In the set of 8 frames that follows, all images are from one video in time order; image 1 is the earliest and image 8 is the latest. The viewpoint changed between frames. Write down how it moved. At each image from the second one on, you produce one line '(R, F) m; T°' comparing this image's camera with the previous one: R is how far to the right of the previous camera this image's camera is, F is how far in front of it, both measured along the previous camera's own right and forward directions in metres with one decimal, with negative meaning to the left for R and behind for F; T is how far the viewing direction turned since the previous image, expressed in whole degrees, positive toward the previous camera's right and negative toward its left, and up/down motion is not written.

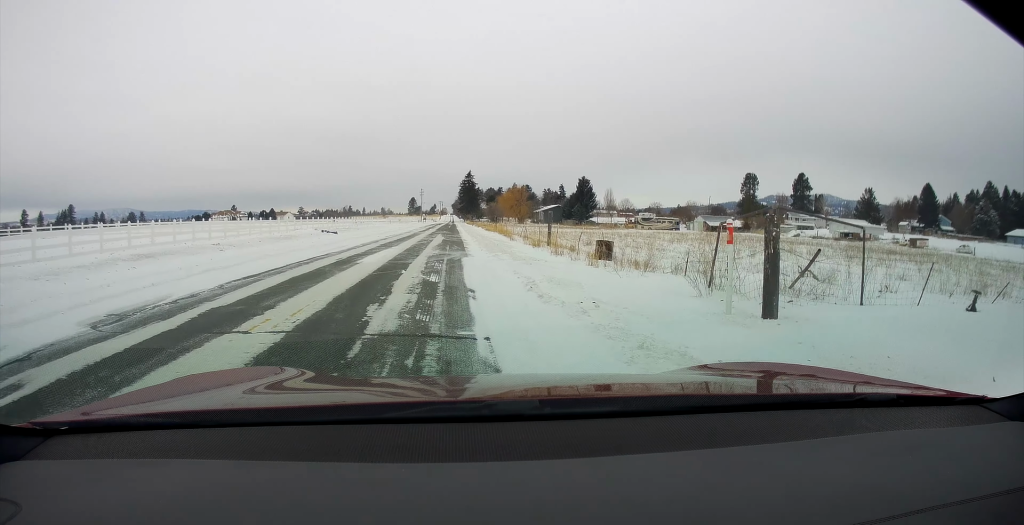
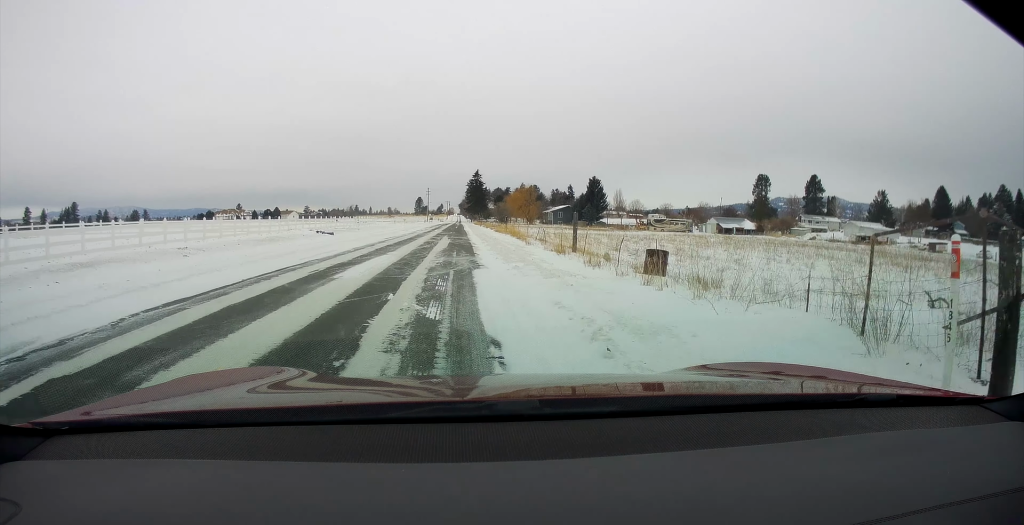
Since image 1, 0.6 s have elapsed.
(0.0, +4.0) m; +2°
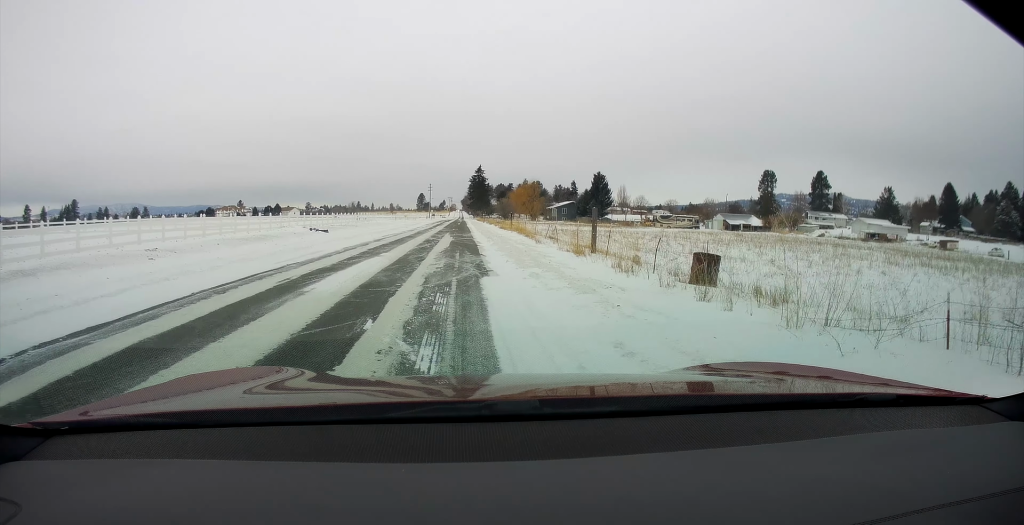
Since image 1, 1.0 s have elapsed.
(+0.2, +2.8) m; 0°
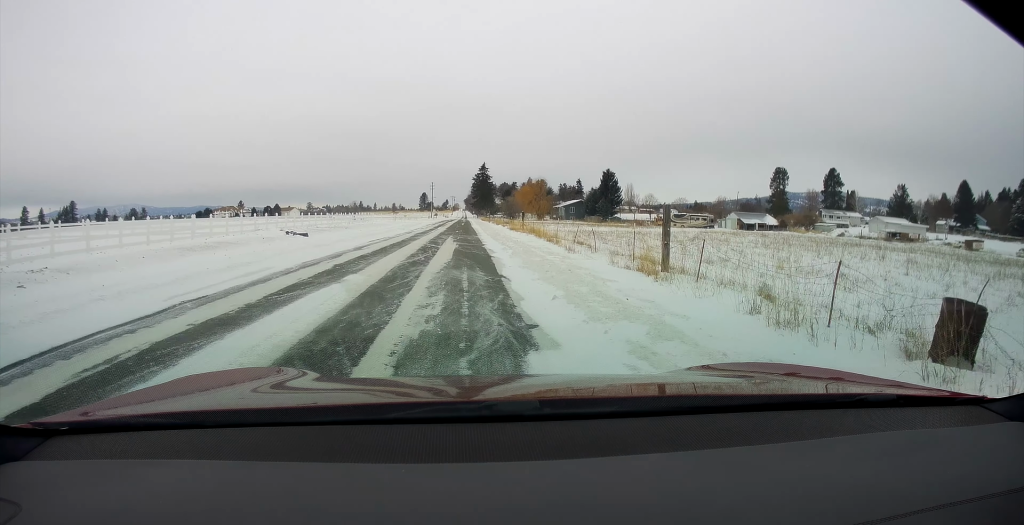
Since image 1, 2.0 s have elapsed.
(-0.1, +6.4) m; -2°
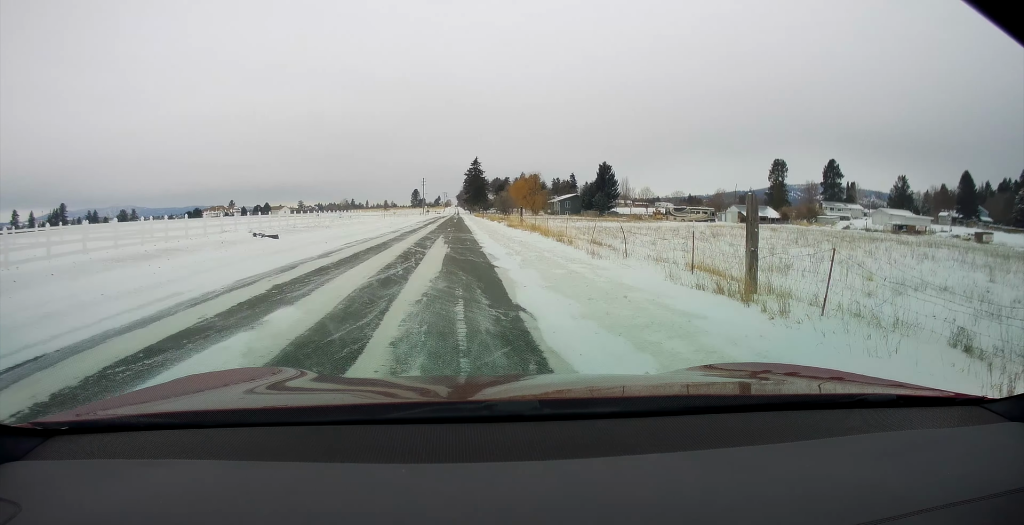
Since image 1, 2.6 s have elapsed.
(-0.2, +4.7) m; -2°
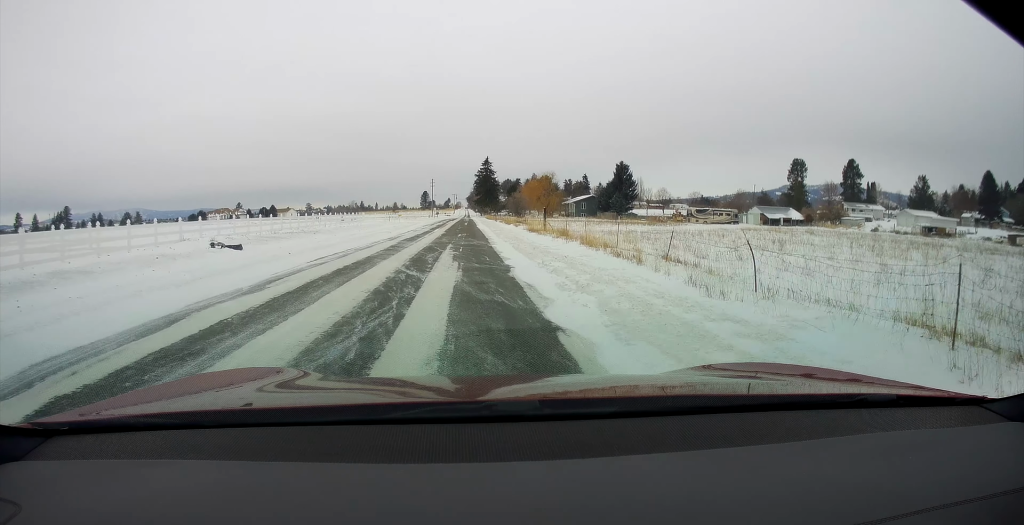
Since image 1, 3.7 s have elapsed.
(0.0, +7.3) m; 0°
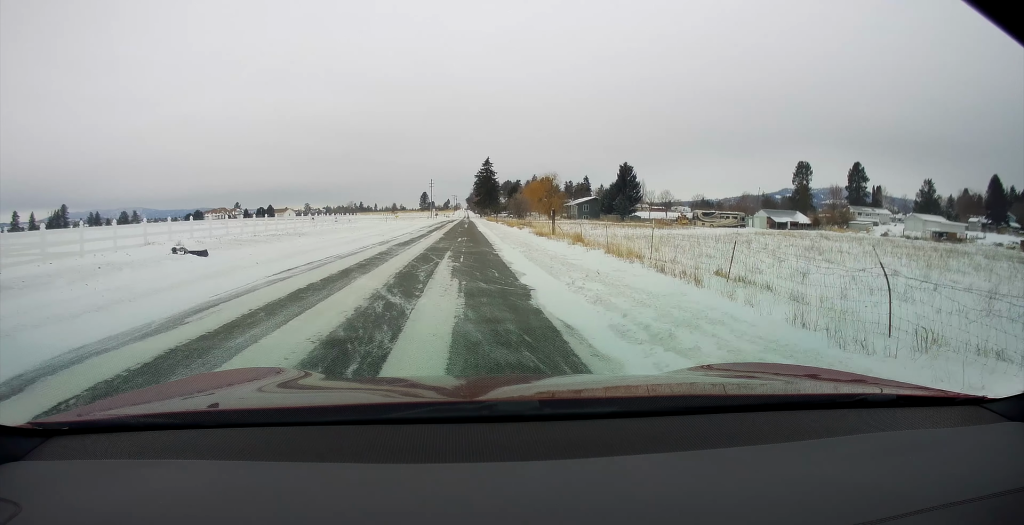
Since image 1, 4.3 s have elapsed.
(0.0, +3.7) m; 0°
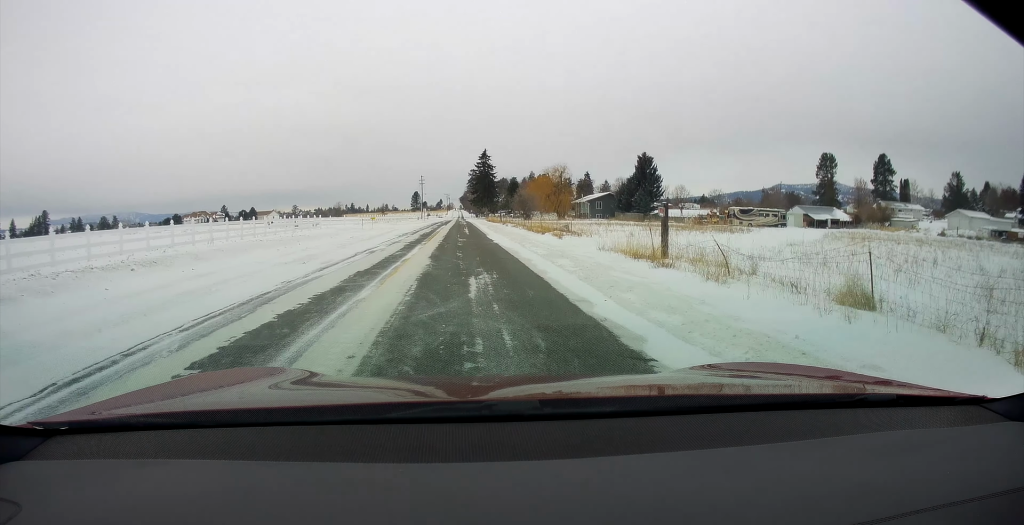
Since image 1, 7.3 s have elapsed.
(0.0, +18.9) m; 0°
